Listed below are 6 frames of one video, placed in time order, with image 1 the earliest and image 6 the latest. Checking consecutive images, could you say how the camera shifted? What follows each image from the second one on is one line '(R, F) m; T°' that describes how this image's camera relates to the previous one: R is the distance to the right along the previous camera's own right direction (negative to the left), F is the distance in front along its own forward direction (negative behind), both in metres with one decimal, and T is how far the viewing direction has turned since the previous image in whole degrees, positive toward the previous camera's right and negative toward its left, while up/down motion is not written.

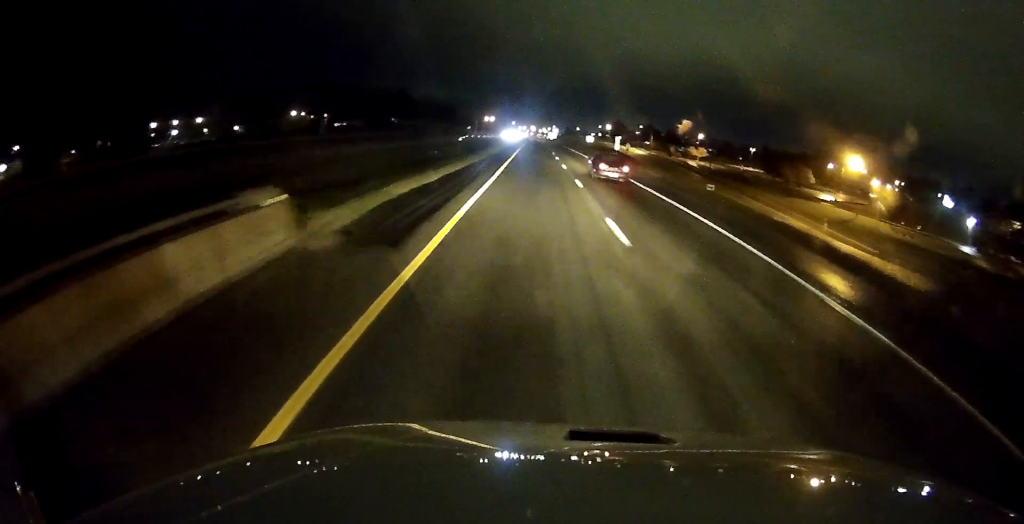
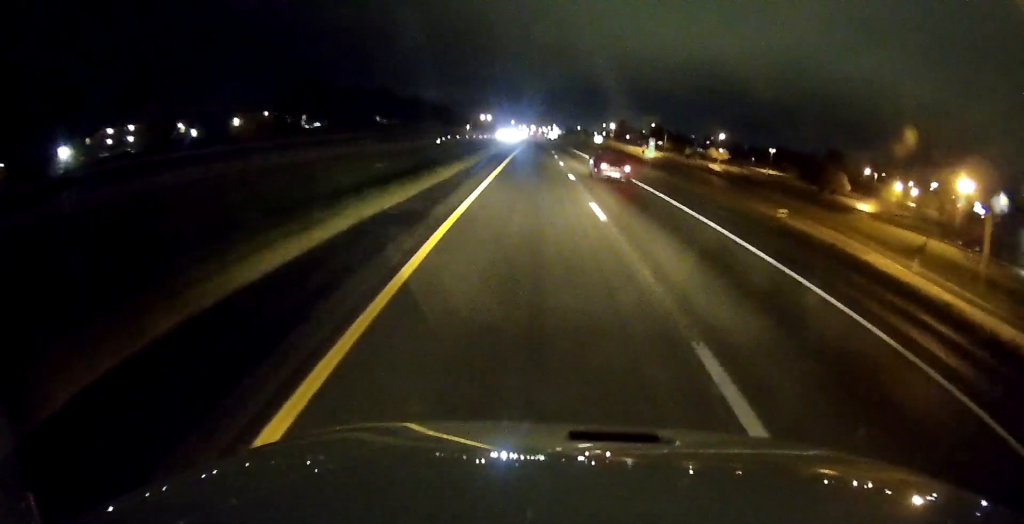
(0.0, +21.3) m; 0°
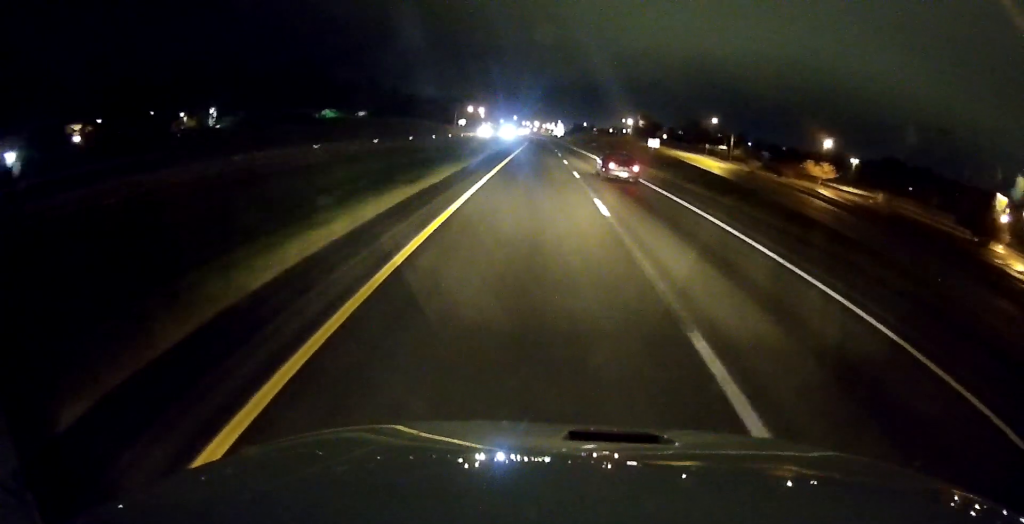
(0.0, +60.8) m; 0°
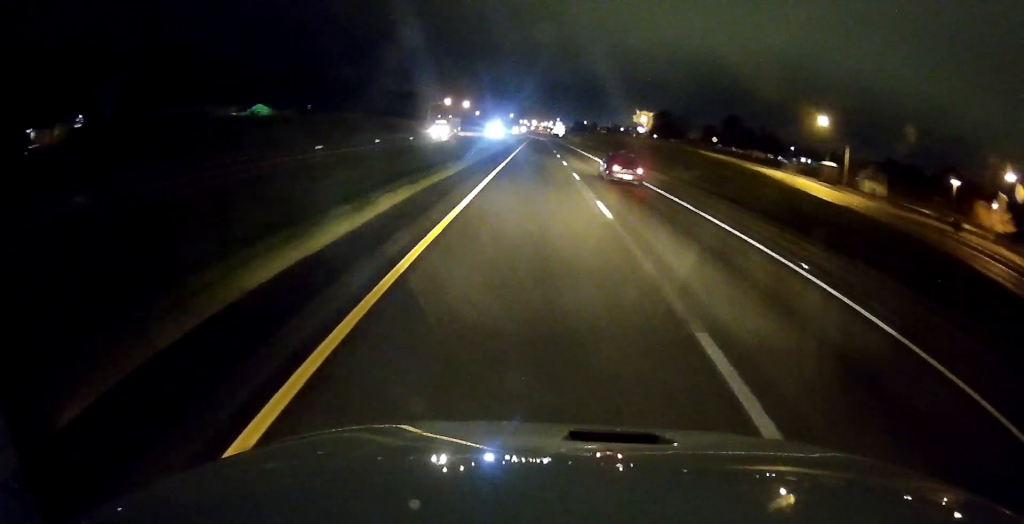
(-0.1, +48.5) m; 0°
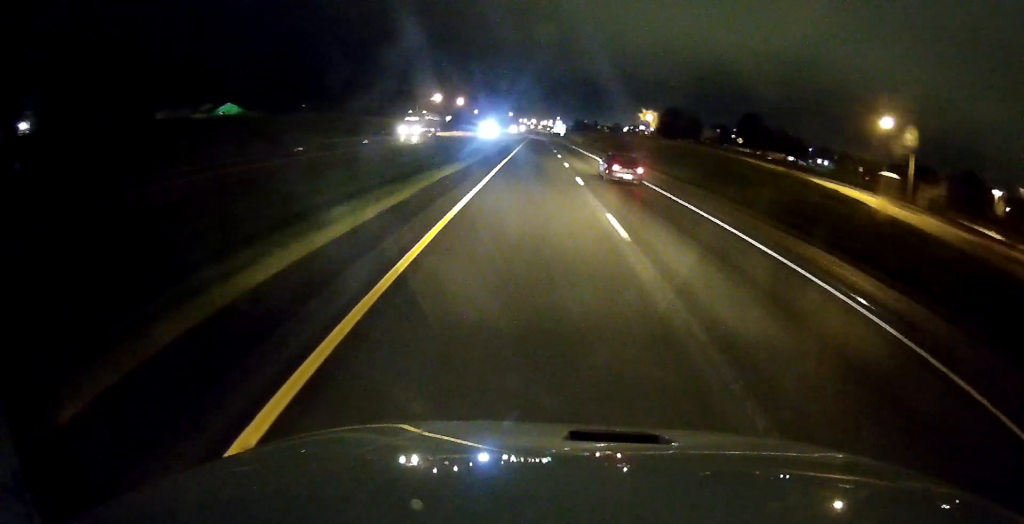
(-0.1, +15.2) m; 0°
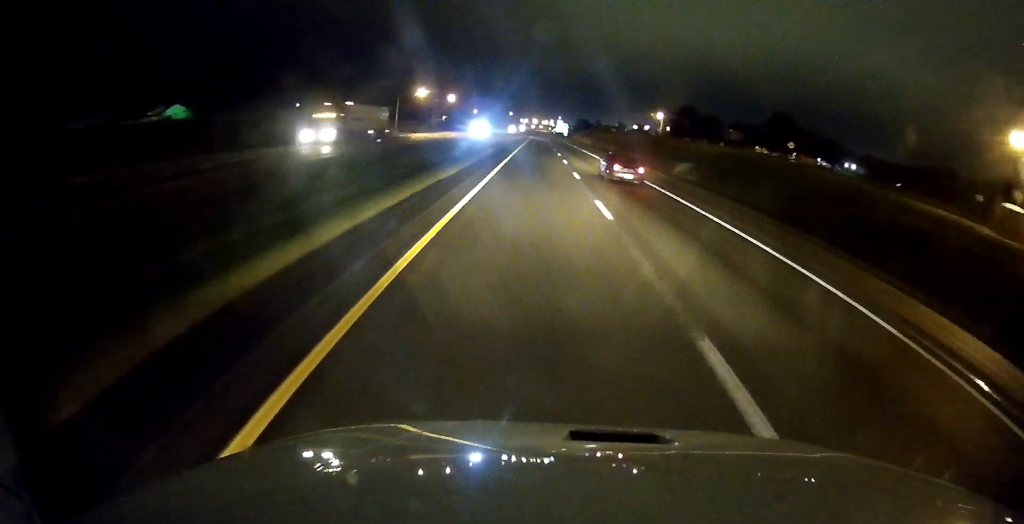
(0.0, +21.3) m; 0°
